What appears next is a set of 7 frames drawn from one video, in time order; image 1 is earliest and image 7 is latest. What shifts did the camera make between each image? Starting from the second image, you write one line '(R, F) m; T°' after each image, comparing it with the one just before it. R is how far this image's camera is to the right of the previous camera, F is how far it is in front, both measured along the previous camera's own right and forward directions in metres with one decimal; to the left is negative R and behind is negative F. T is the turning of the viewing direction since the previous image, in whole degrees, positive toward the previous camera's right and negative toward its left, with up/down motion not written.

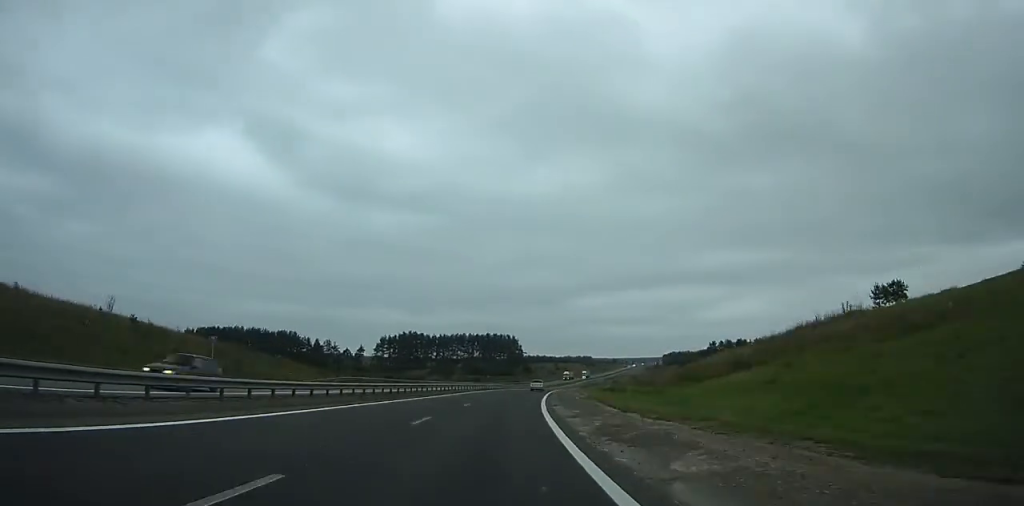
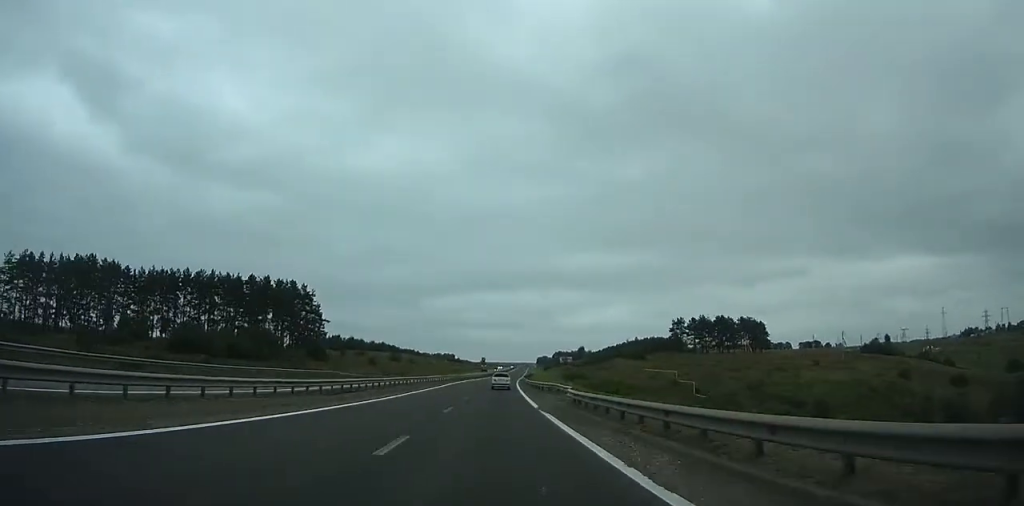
(+26.3, +181.1) m; +13°
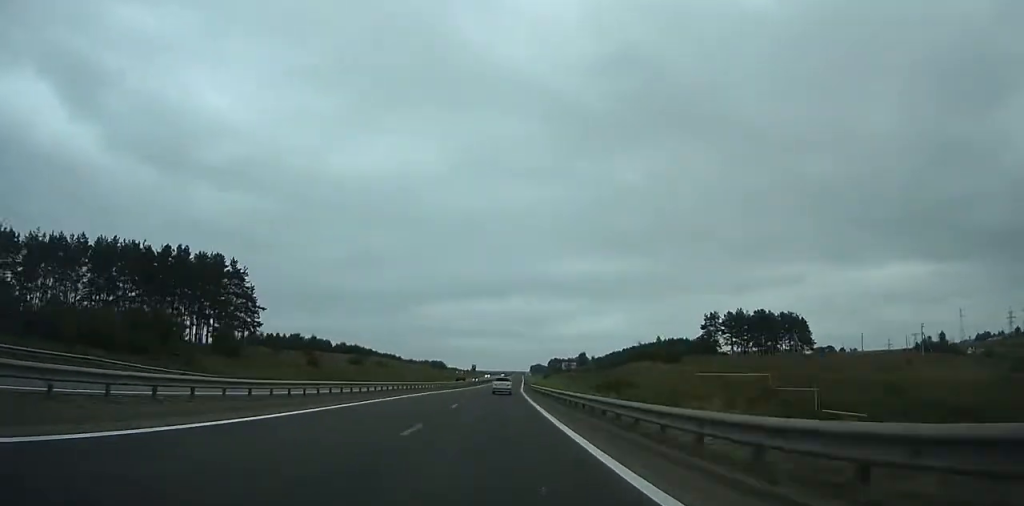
(+0.1, +46.0) m; +1°
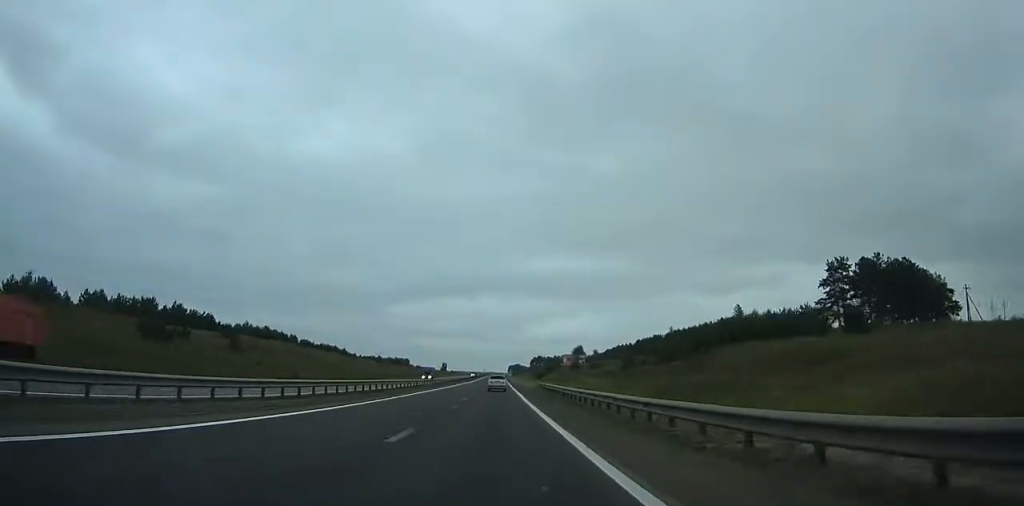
(+2.2, +85.6) m; +3°
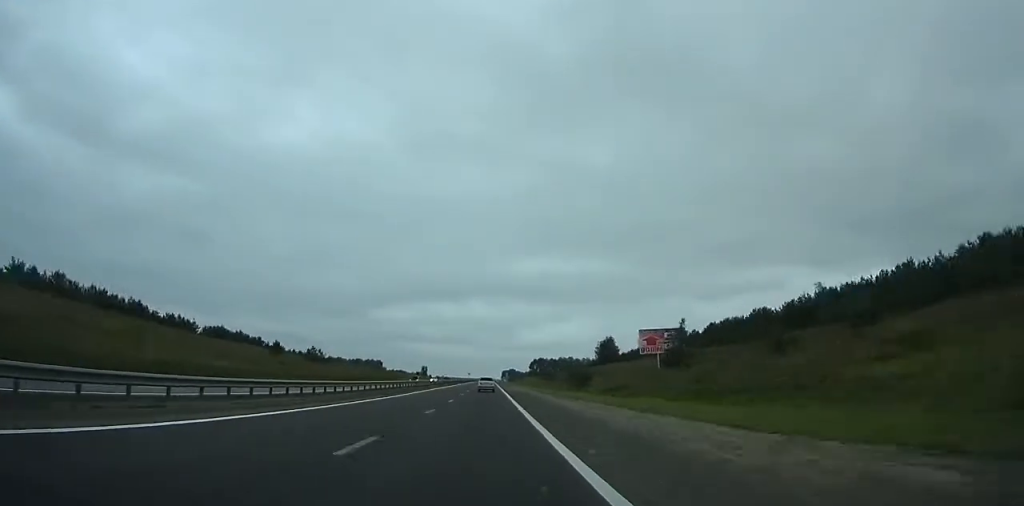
(+2.6, +99.1) m; +2°
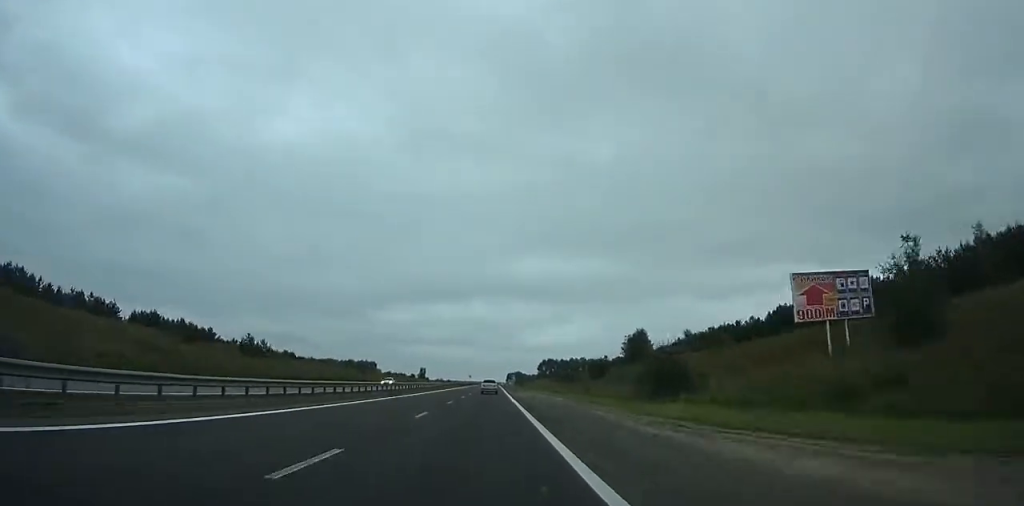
(+0.2, +38.1) m; 0°
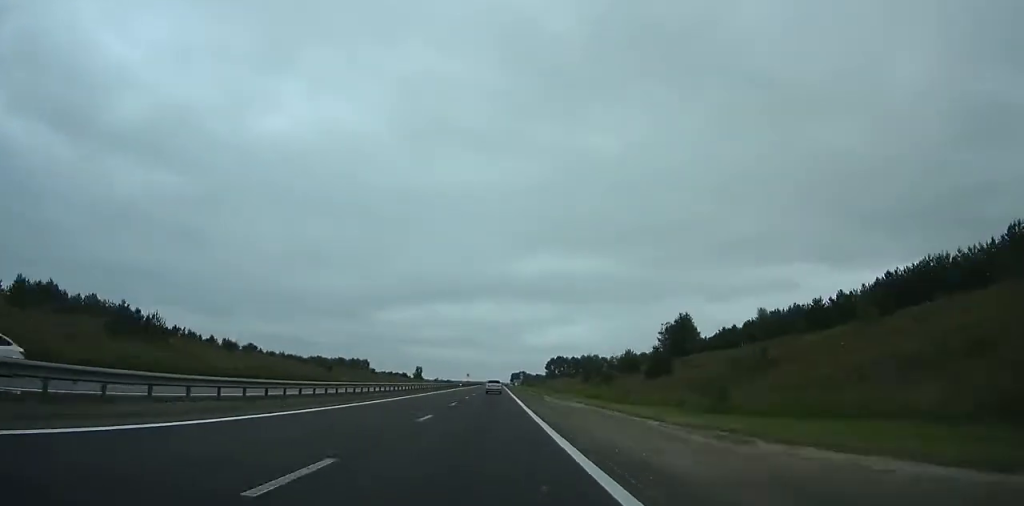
(-0.1, +36.0) m; 0°
